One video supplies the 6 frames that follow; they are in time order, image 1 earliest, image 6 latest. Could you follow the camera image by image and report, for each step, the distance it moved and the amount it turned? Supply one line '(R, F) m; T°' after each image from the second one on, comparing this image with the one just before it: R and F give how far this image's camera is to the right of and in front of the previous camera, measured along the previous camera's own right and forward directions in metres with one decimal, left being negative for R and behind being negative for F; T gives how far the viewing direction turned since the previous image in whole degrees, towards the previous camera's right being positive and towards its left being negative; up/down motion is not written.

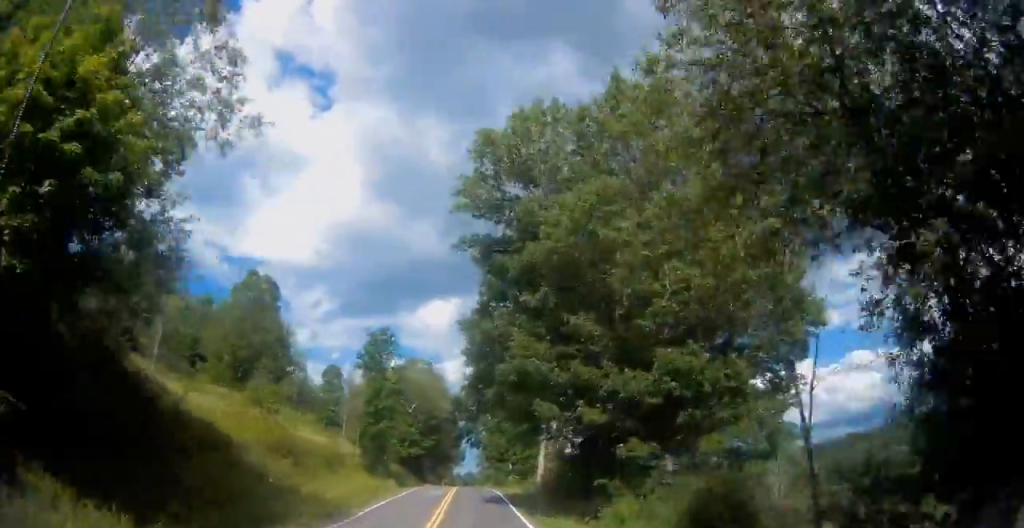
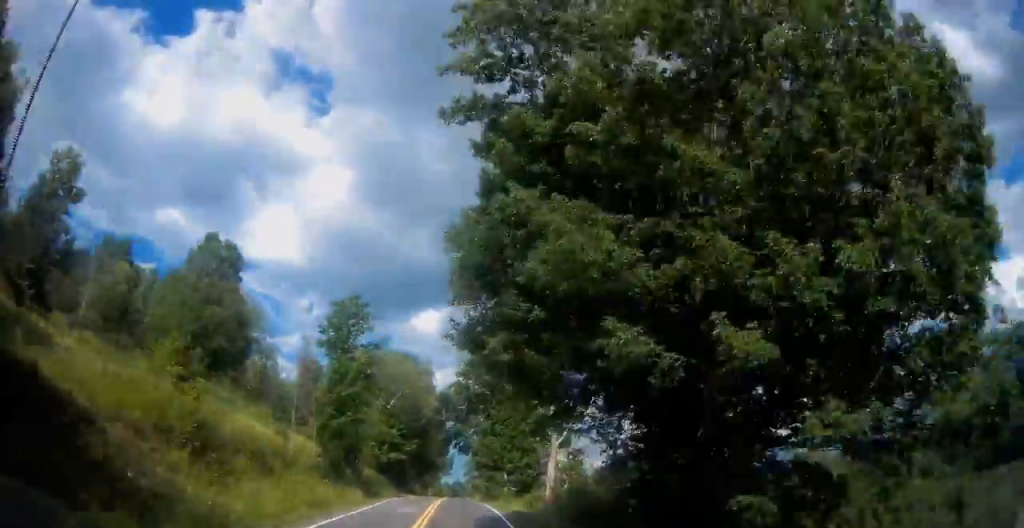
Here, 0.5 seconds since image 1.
(0.0, +9.4) m; 0°
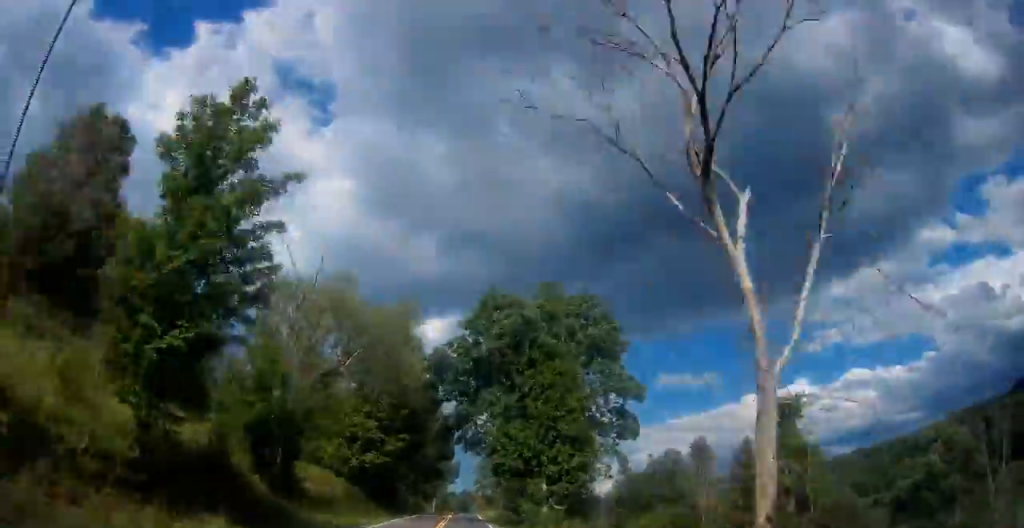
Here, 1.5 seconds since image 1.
(0.0, +21.3) m; 0°
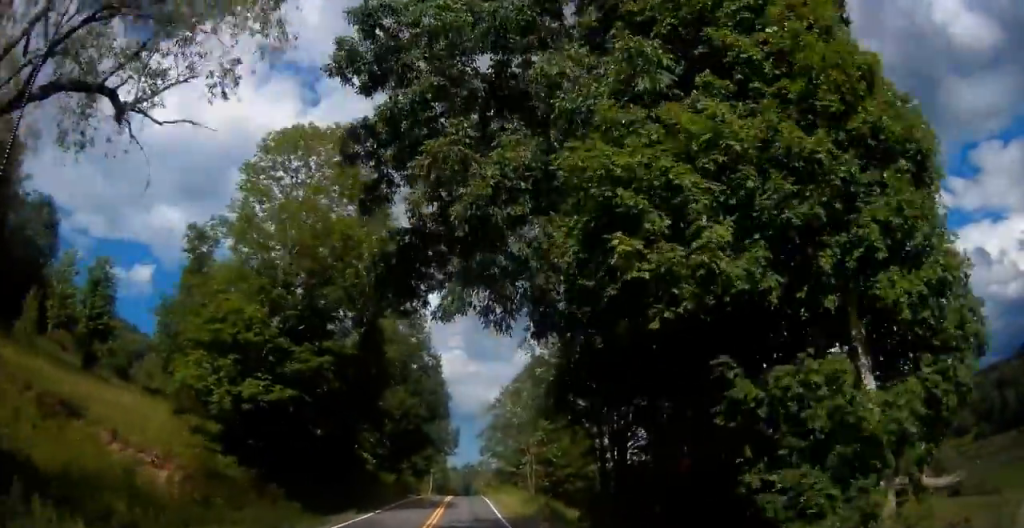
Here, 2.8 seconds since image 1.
(+0.2, +25.4) m; +1°
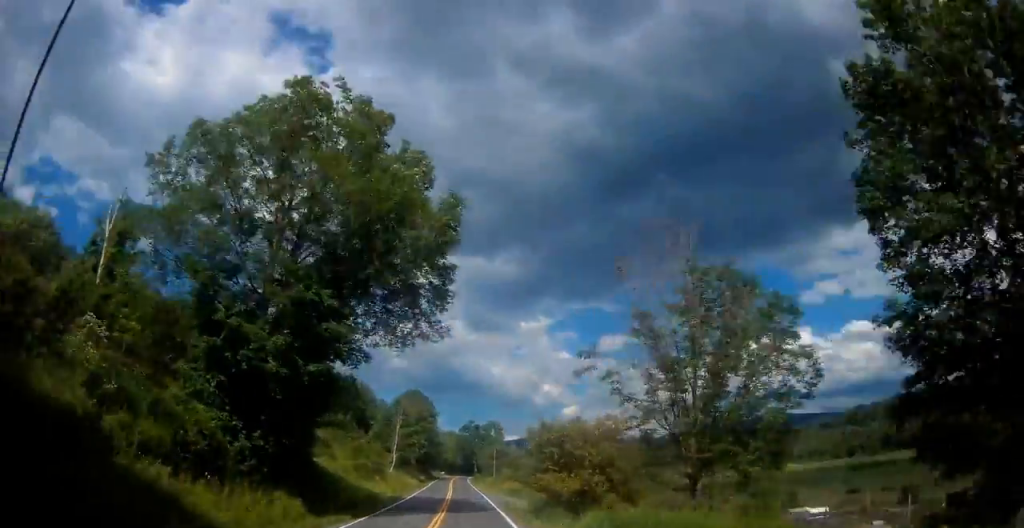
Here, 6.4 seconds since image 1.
(0.0, +69.9) m; +1°
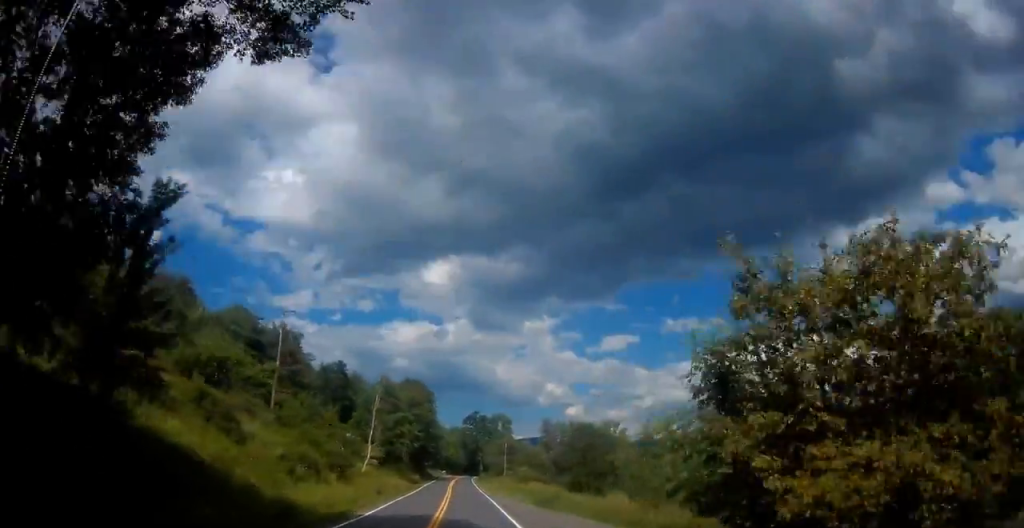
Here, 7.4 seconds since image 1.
(0.0, +18.8) m; 0°
